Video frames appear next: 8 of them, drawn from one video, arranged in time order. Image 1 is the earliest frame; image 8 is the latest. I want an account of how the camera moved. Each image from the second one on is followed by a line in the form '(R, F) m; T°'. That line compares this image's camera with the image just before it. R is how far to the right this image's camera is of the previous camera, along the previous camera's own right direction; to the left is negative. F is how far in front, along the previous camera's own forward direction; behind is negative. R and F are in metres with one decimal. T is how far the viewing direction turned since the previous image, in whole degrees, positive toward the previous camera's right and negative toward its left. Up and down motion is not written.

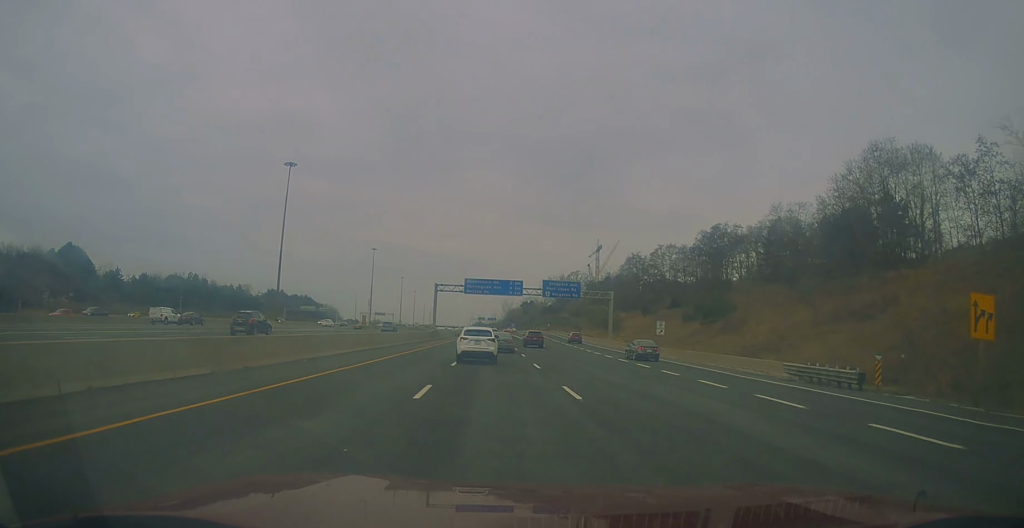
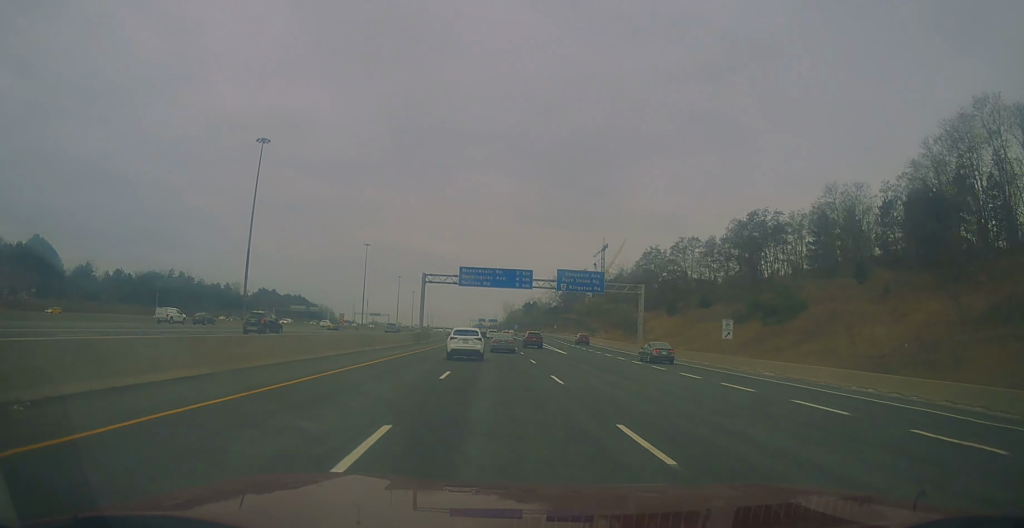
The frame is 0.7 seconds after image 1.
(0.0, +18.6) m; 0°
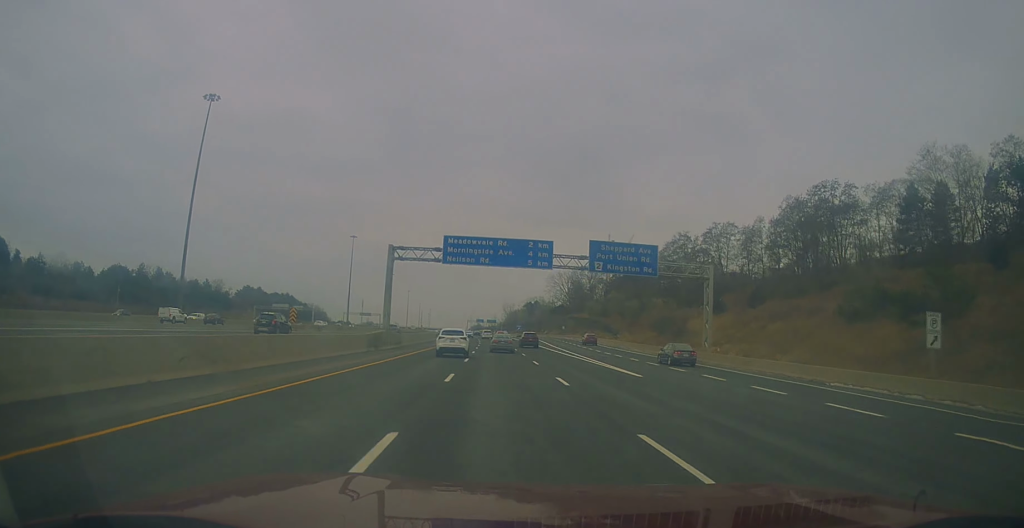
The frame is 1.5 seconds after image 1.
(-0.1, +24.5) m; 0°
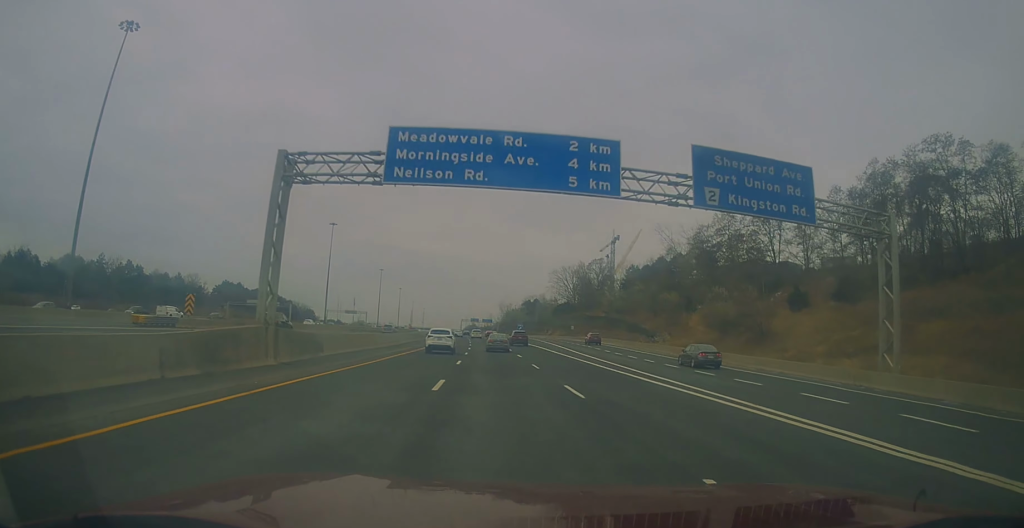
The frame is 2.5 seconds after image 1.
(-0.1, +26.8) m; 0°
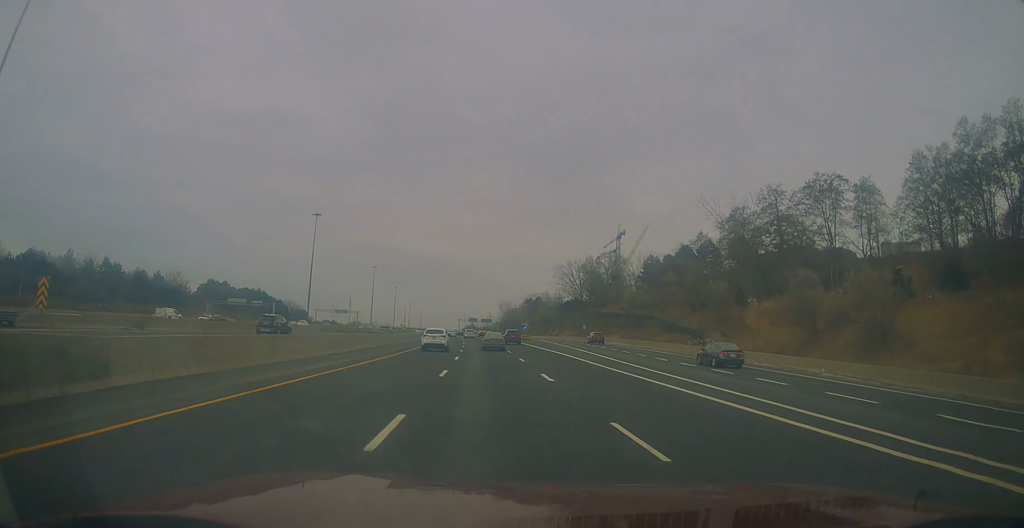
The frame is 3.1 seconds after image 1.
(0.0, +19.3) m; 0°
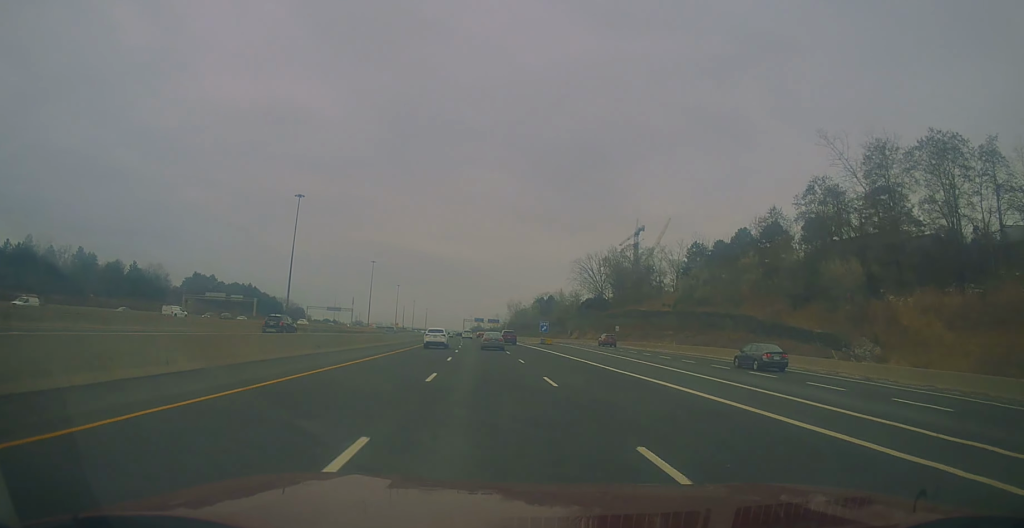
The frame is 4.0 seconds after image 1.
(+0.5, +26.4) m; -1°
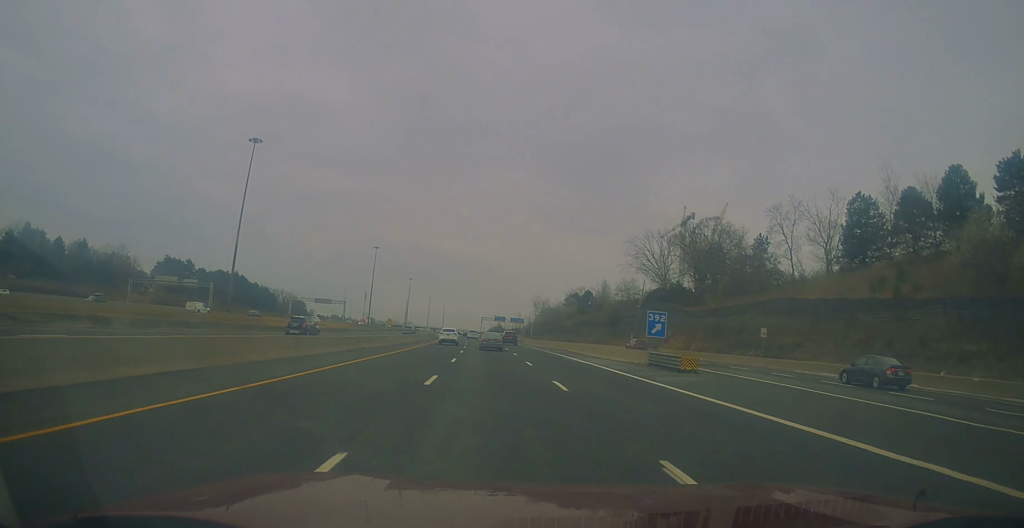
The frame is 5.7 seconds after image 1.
(-1.3, +49.2) m; -1°
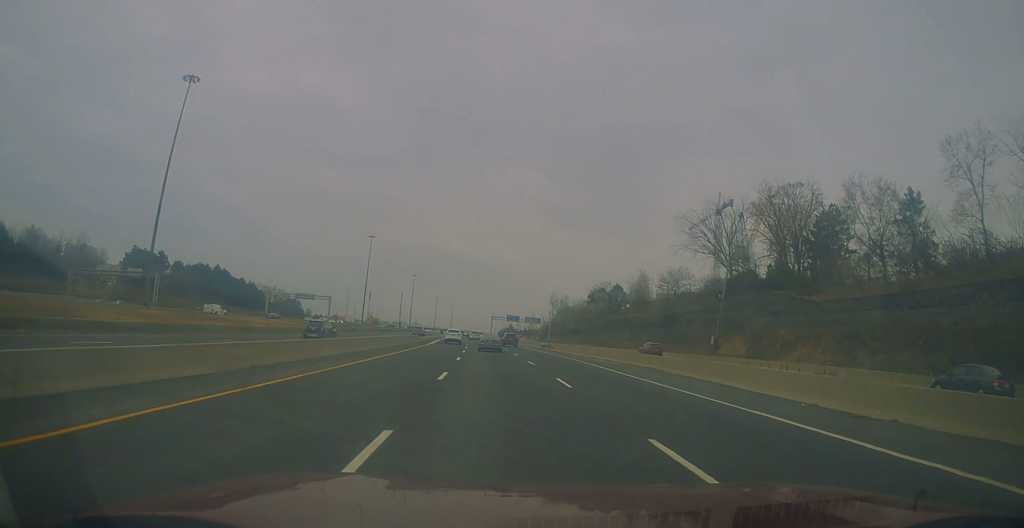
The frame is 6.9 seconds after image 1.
(+0.2, +34.5) m; -1°
